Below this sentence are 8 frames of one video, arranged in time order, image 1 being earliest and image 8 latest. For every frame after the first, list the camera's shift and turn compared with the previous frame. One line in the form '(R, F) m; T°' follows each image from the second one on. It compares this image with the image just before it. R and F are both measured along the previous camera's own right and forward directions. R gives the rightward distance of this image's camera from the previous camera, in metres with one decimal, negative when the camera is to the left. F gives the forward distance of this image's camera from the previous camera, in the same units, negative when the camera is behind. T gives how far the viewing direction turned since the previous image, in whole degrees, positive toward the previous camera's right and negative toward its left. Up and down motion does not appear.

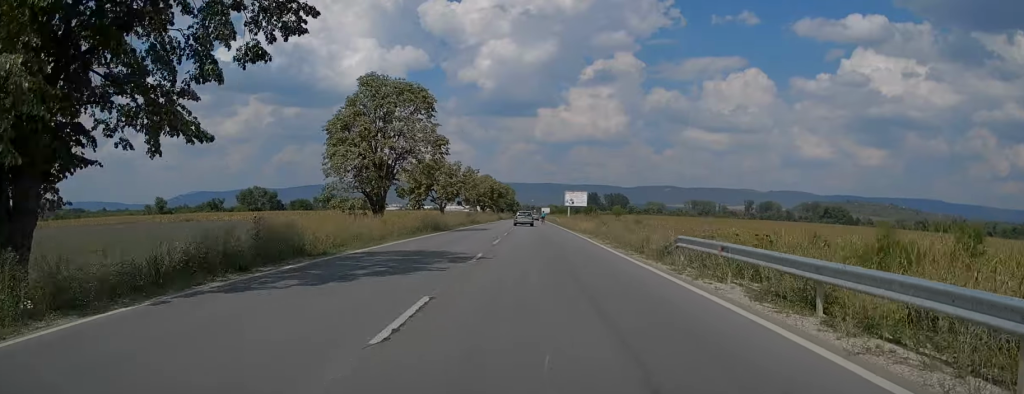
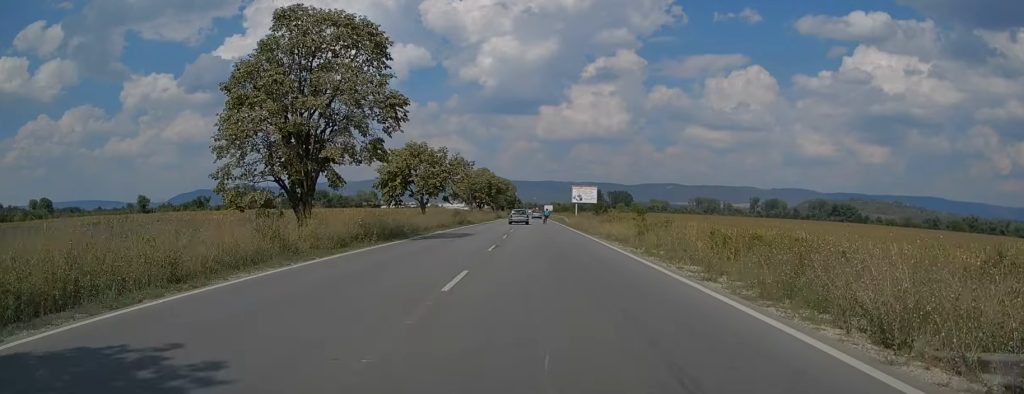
(0.0, +14.5) m; 0°
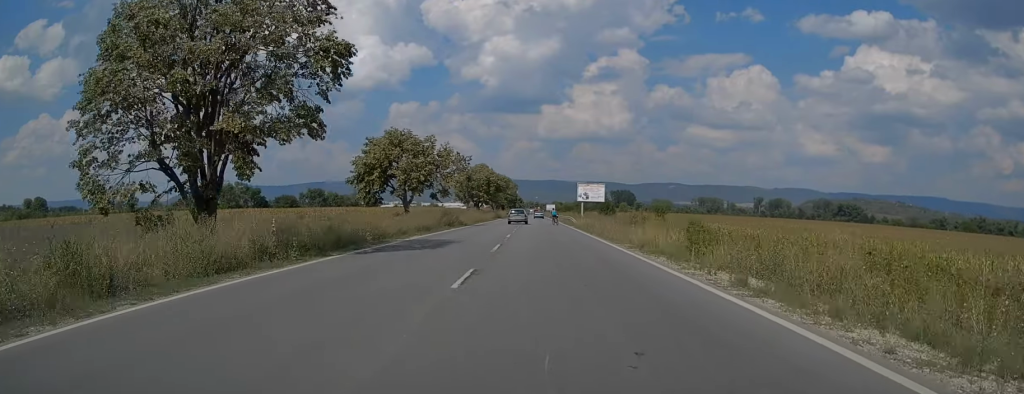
(0.0, +9.0) m; 0°
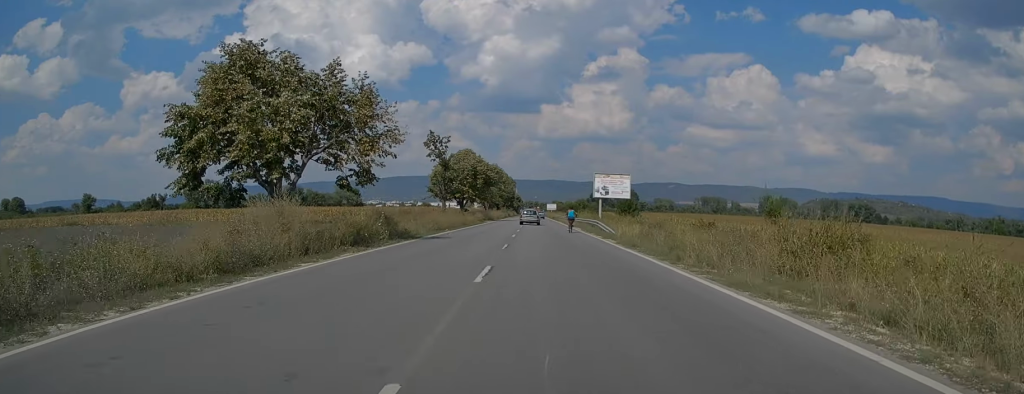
(-0.1, +26.5) m; -1°
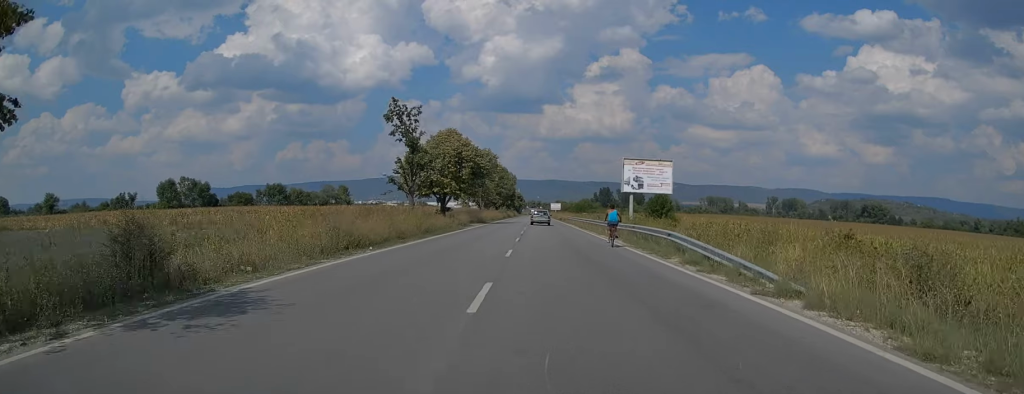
(-0.1, +21.3) m; -1°
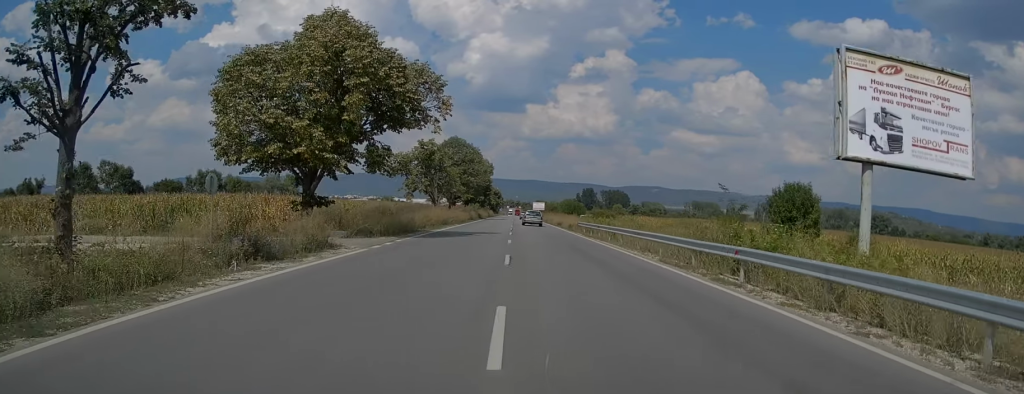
(+0.2, +39.2) m; +1°
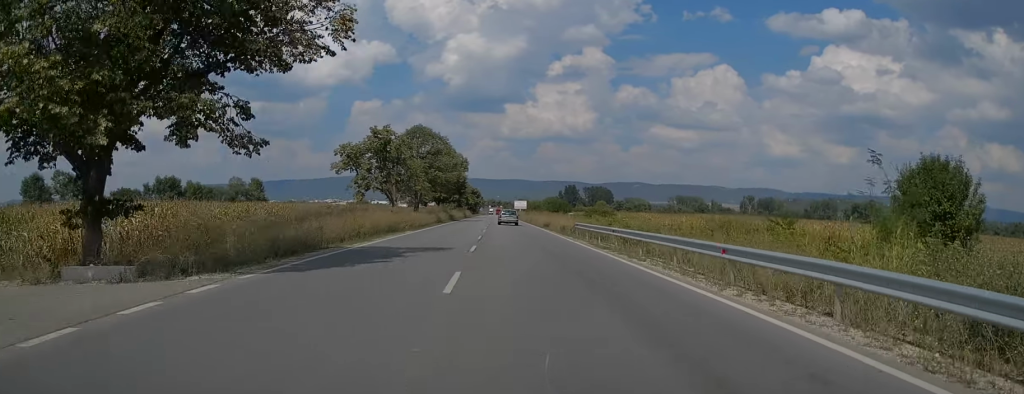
(+0.1, +14.0) m; +1°
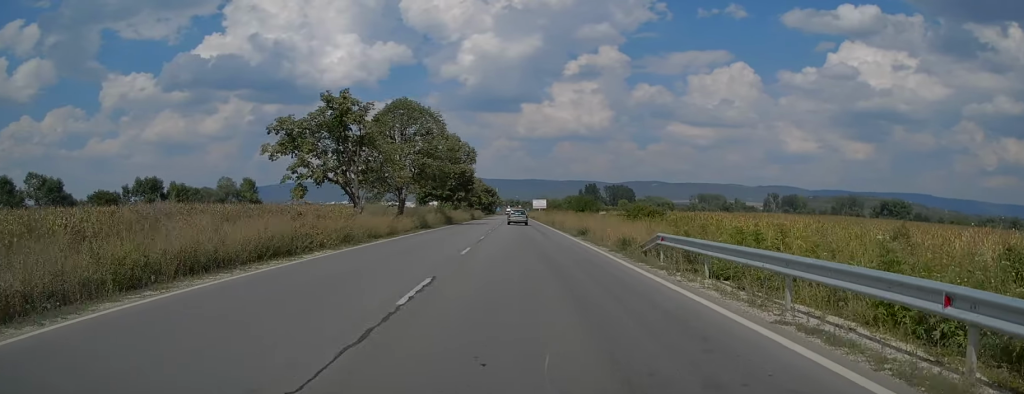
(+0.1, +19.3) m; +1°
